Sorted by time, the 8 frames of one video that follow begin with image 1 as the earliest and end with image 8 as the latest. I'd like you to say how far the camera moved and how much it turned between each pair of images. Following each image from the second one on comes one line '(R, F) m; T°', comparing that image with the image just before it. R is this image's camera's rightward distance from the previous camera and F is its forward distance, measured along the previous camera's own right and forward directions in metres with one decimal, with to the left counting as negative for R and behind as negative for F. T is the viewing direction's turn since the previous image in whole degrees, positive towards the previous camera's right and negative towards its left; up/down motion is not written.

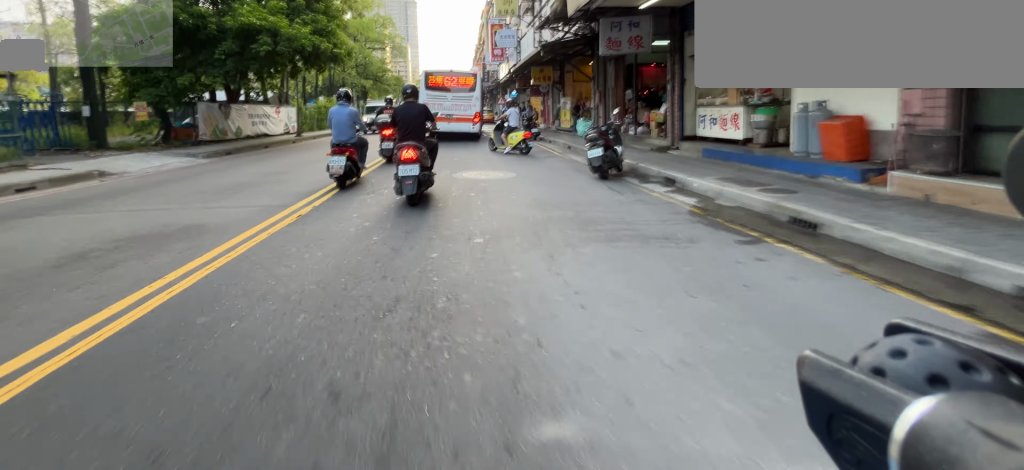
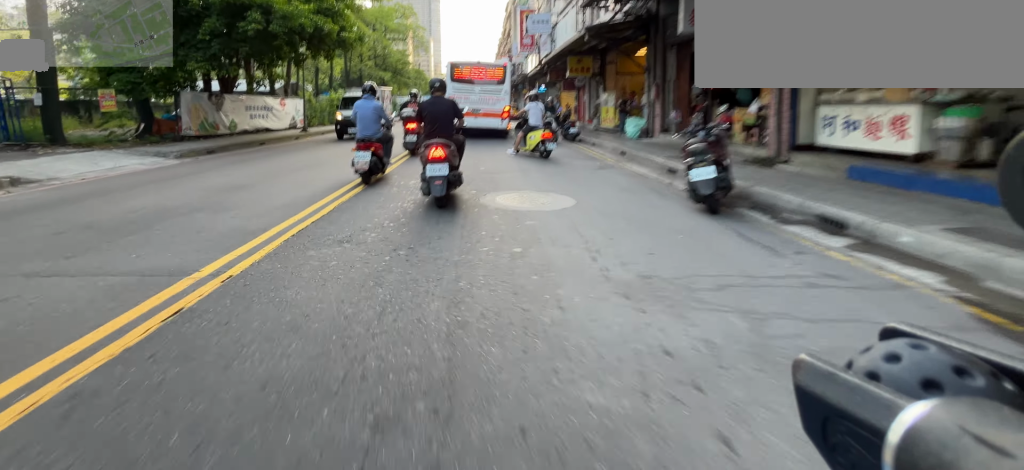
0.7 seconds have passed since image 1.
(-0.1, +3.0) m; -2°
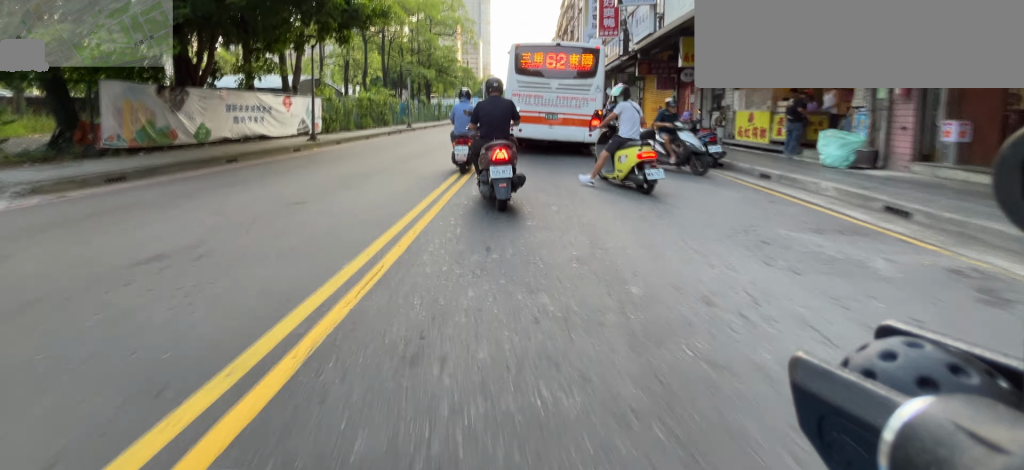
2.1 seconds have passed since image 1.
(-0.1, +6.3) m; 0°
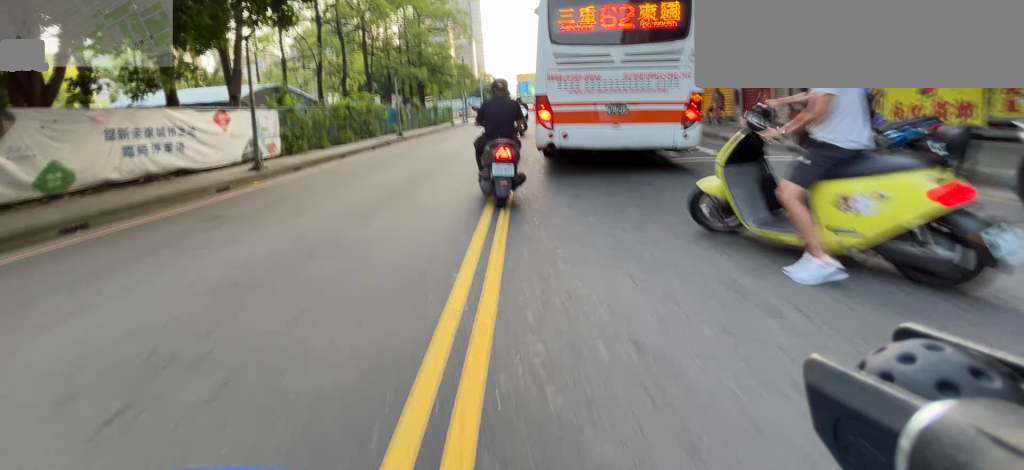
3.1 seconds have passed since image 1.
(0.0, +4.7) m; +1°
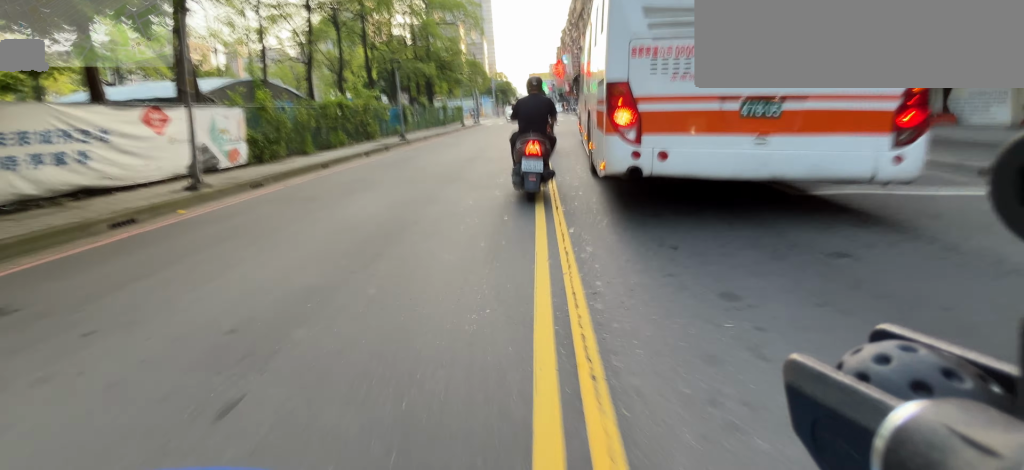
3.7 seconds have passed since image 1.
(0.0, +3.1) m; +2°
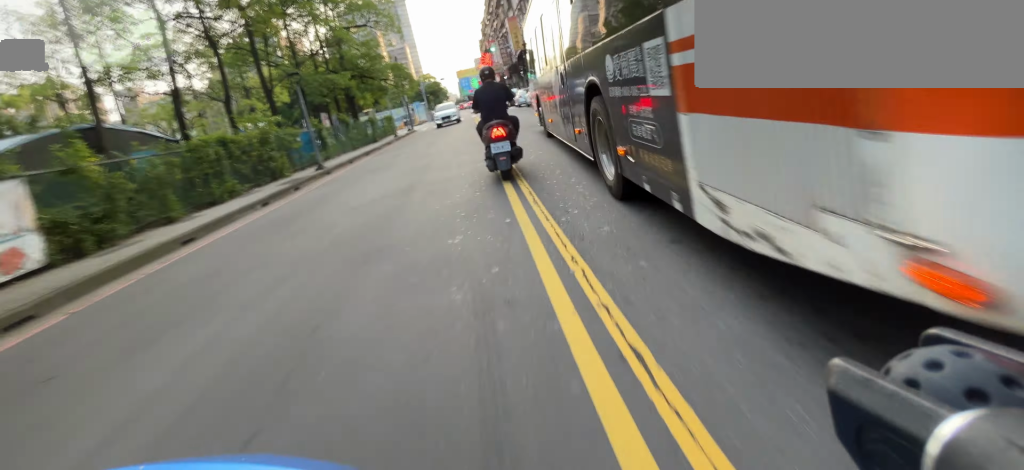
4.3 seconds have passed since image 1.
(-0.1, +3.5) m; +5°
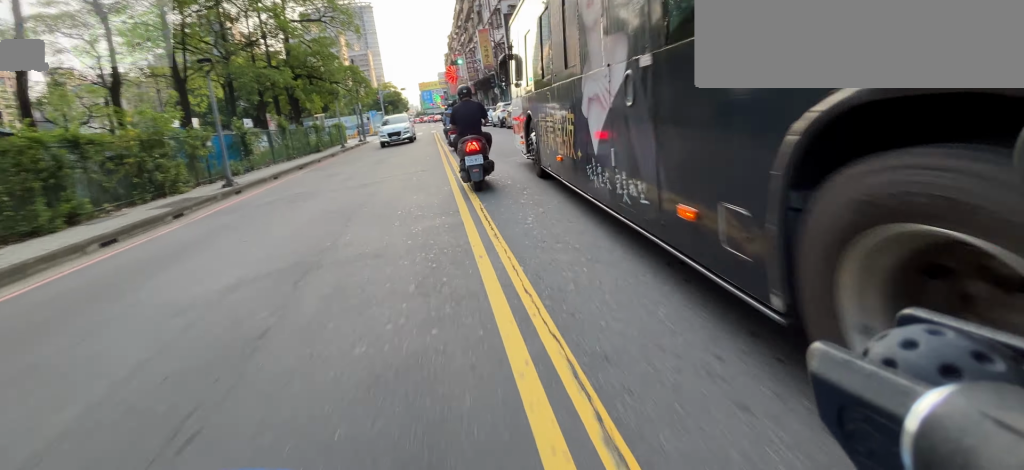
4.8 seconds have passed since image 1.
(+0.2, +3.0) m; +3°
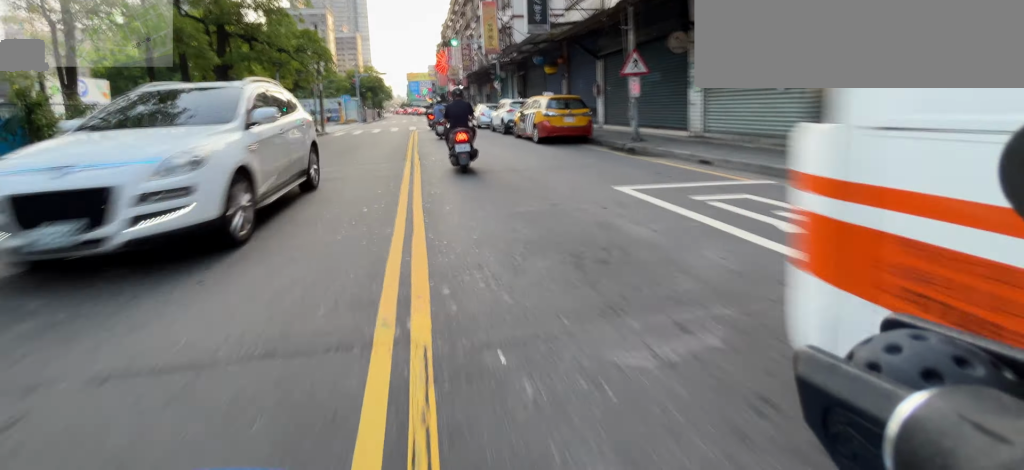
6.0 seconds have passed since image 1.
(+0.6, +8.1) m; +1°
